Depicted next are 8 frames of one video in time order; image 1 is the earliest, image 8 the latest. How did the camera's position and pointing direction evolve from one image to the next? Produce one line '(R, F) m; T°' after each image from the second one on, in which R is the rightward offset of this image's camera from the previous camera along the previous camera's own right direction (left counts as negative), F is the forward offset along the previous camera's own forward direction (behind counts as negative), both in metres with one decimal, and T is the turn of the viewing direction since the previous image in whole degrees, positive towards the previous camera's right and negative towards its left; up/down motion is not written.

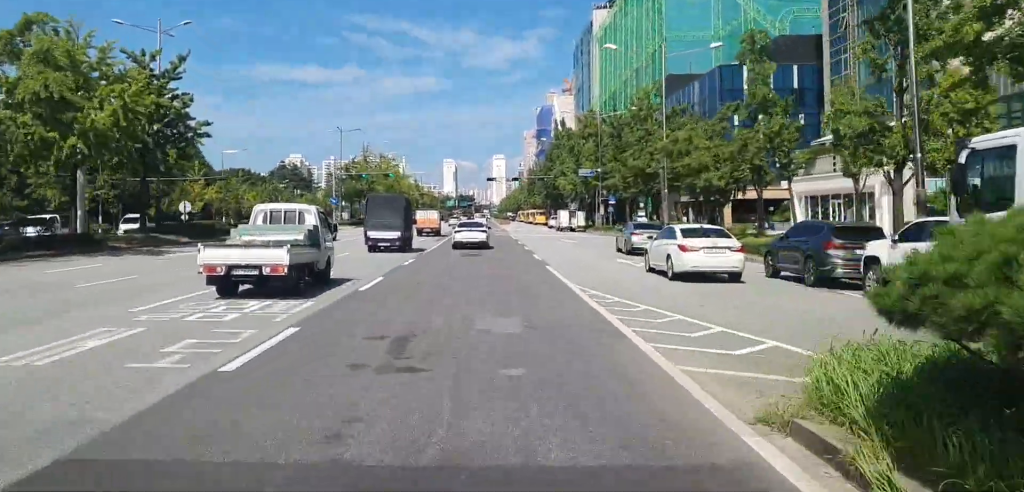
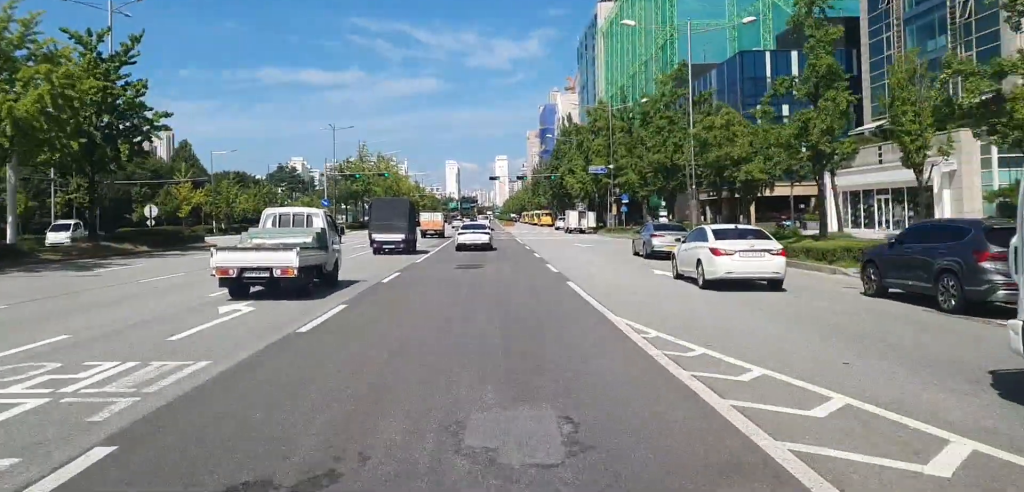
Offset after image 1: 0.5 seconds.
(0.0, +6.0) m; 0°
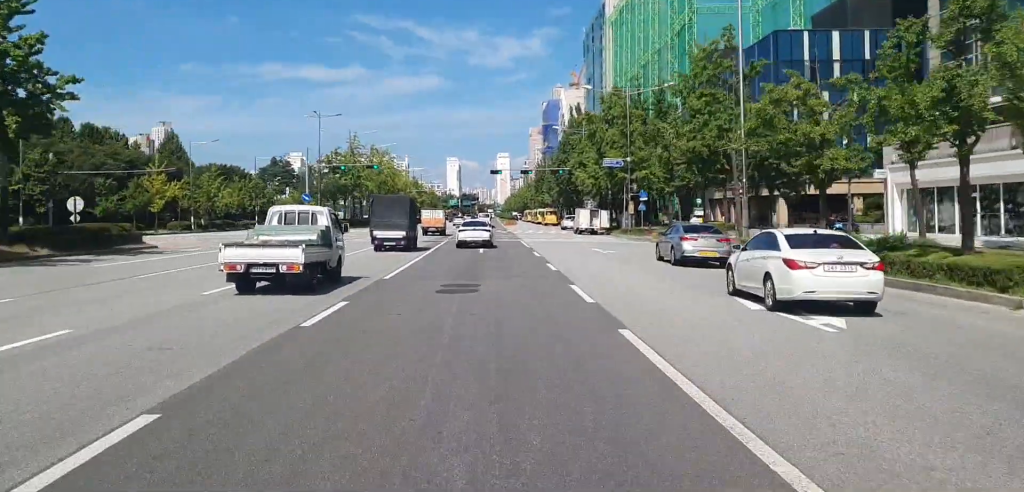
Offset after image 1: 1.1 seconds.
(-0.1, +8.6) m; -1°
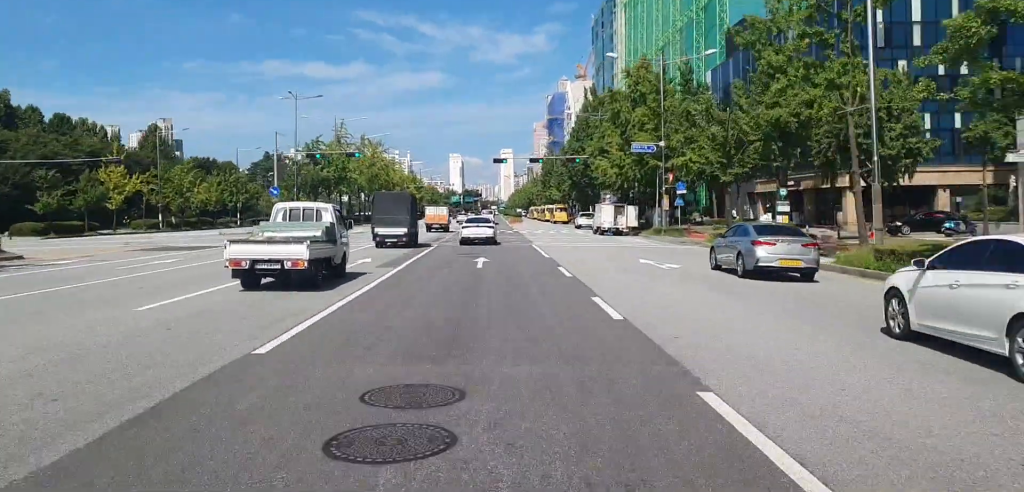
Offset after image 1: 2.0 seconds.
(0.0, +11.7) m; -1°
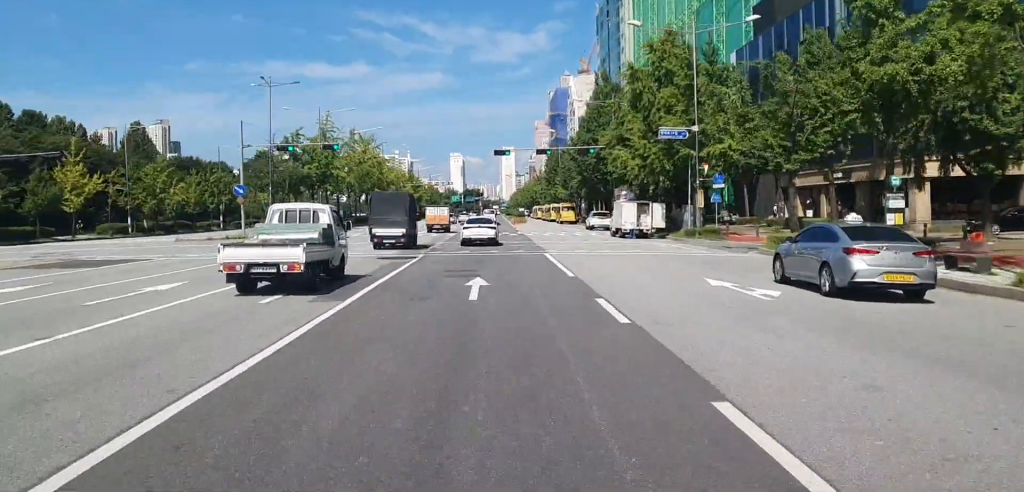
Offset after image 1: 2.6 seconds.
(-0.2, +8.5) m; 0°
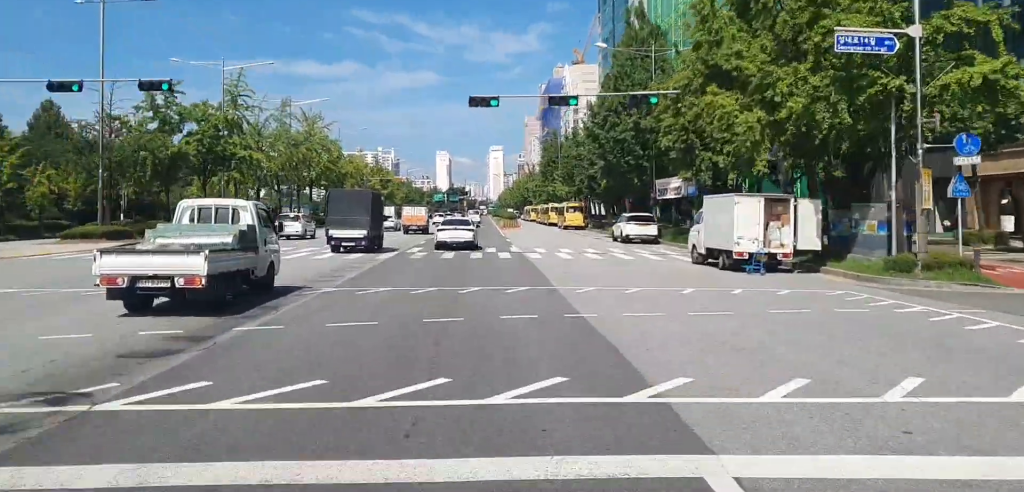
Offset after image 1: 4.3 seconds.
(+0.4, +25.3) m; +3°
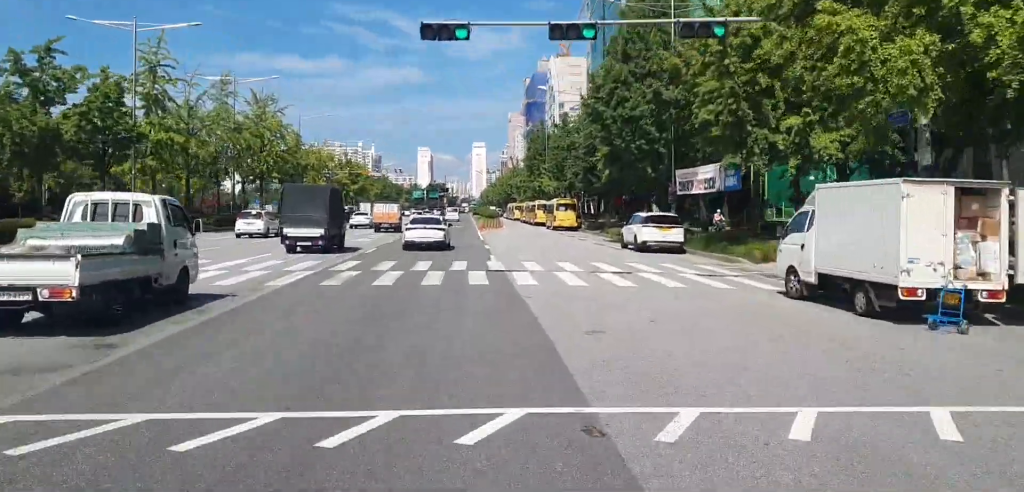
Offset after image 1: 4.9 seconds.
(+0.1, +10.8) m; +1°
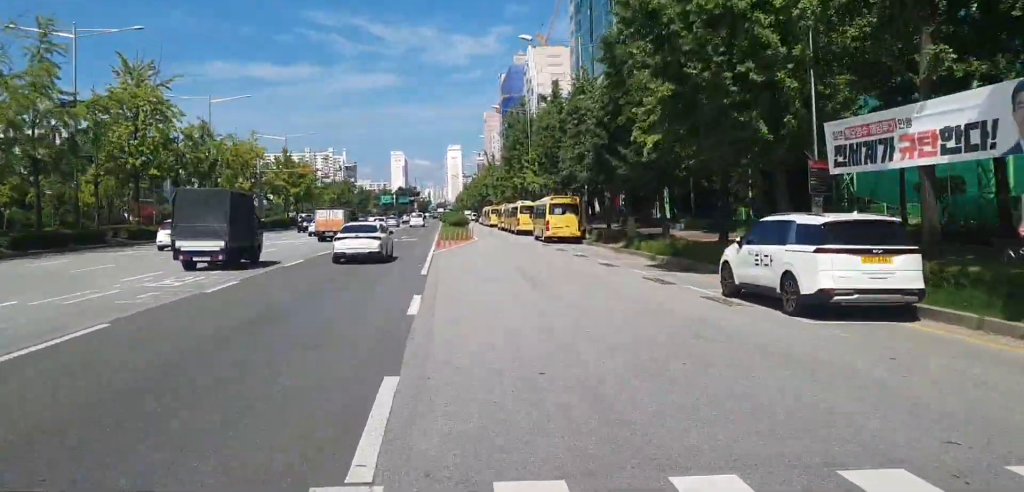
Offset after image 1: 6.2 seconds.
(+0.1, +20.9) m; +1°
